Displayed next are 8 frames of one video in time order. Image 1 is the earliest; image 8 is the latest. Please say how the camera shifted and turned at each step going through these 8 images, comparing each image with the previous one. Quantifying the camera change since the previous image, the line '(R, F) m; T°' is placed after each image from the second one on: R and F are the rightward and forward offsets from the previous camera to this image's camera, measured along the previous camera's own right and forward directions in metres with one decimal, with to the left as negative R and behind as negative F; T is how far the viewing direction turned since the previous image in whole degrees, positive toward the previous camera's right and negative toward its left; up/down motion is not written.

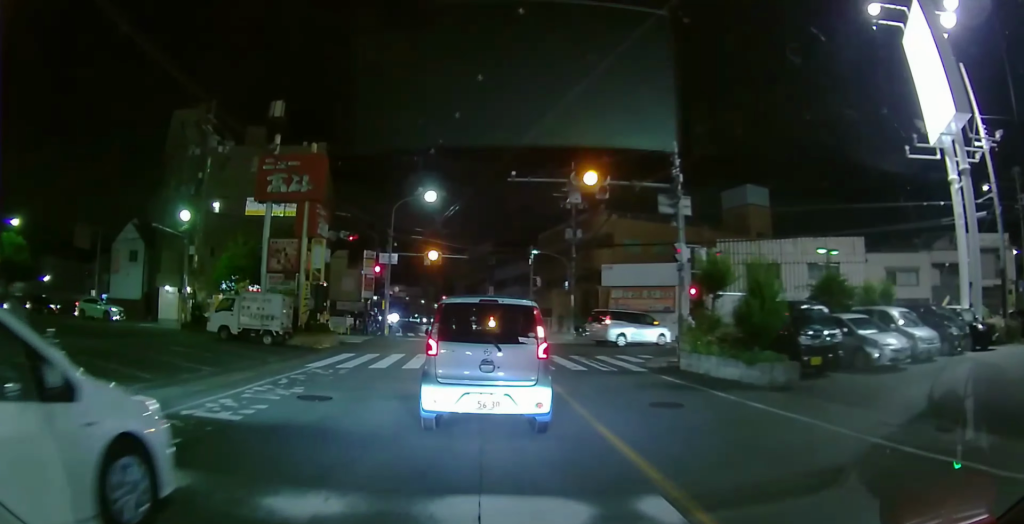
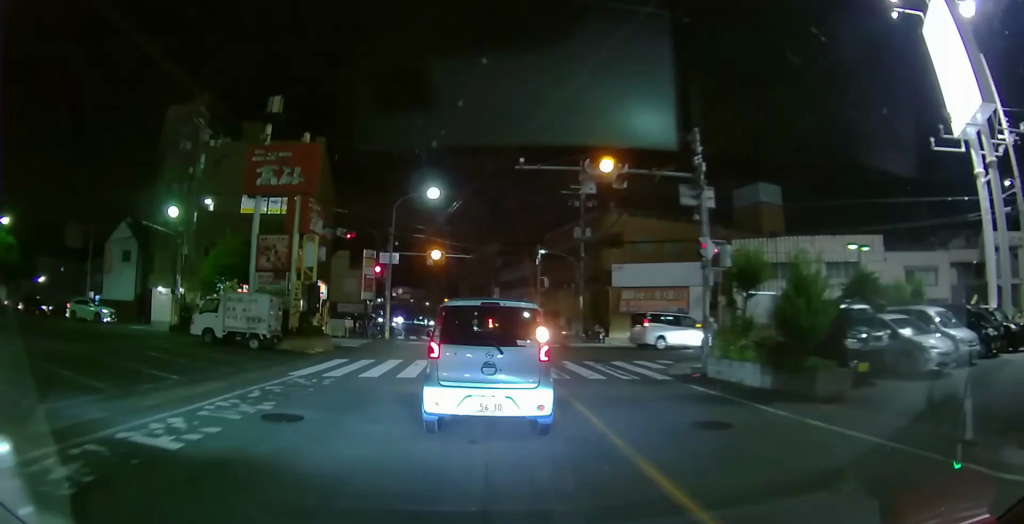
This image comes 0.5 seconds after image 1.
(0.0, +1.9) m; 0°
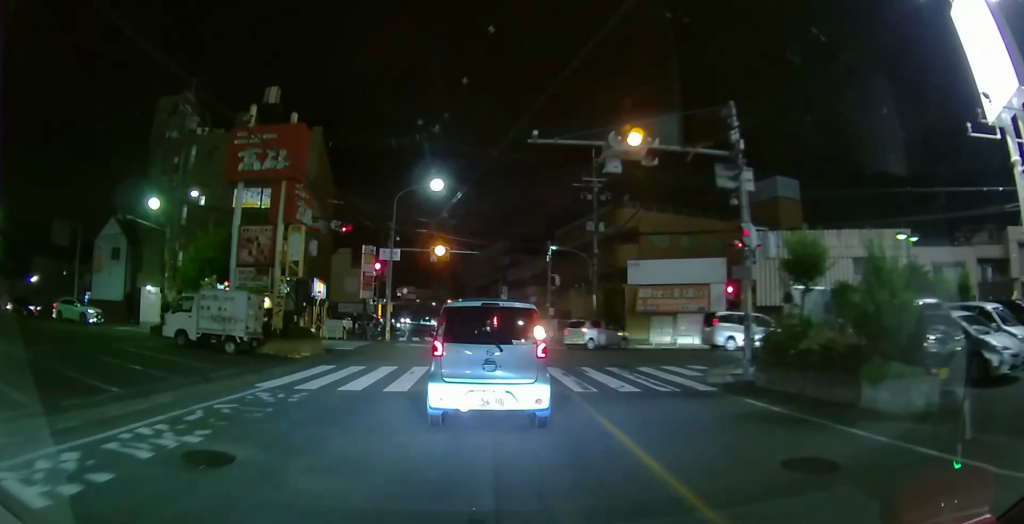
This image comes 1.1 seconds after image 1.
(0.0, +2.3) m; 0°
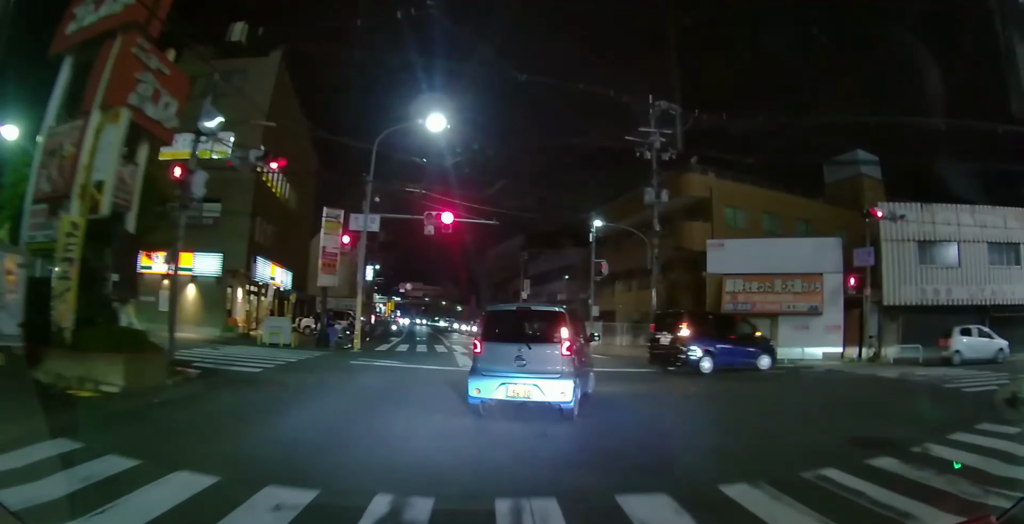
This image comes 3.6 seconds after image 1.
(-0.3, +10.1) m; -3°
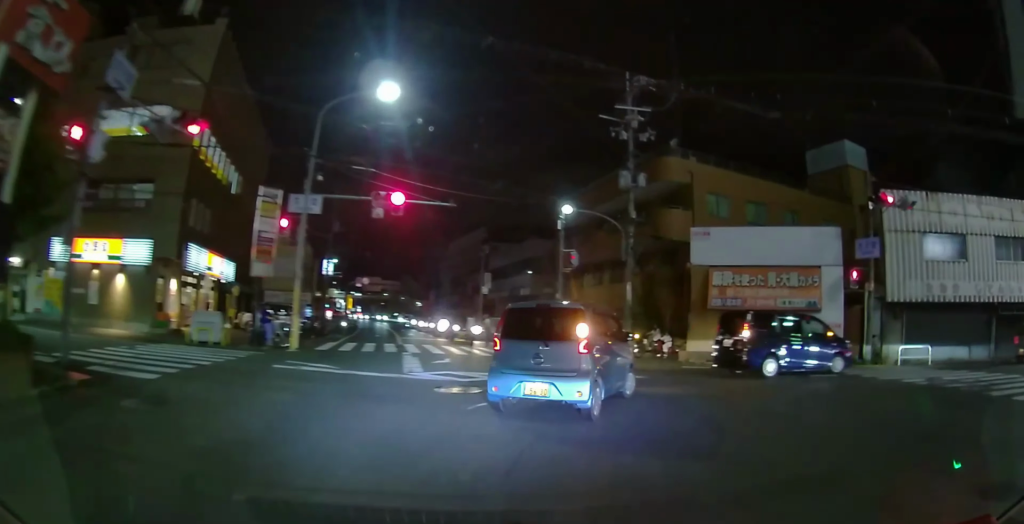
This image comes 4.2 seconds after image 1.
(0.0, +2.7) m; +7°
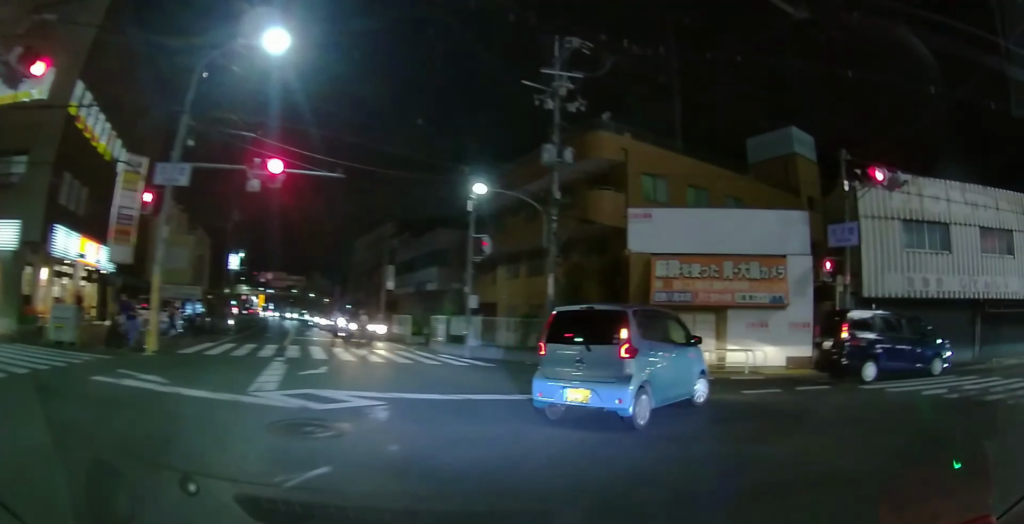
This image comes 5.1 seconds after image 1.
(+0.4, +3.9) m; +12°
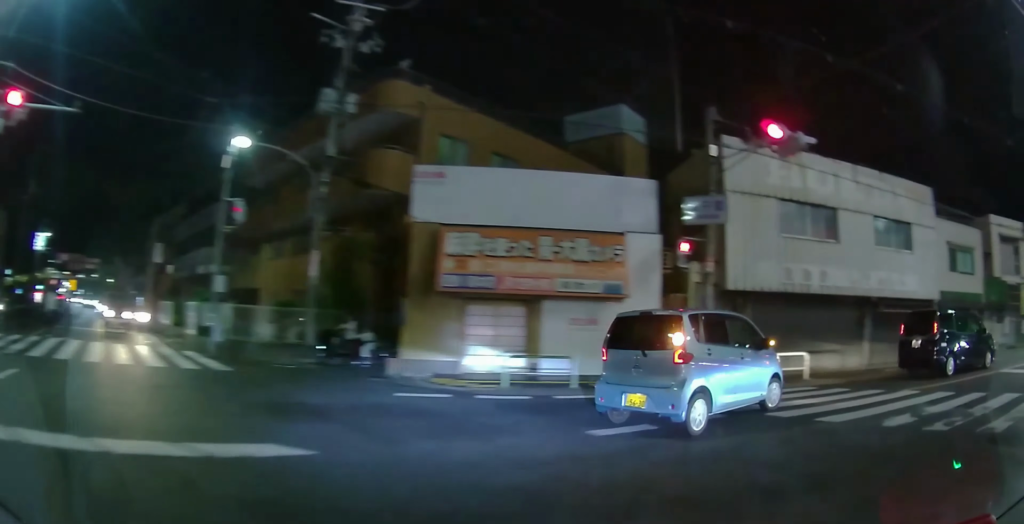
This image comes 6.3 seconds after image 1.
(+0.7, +5.1) m; +10°
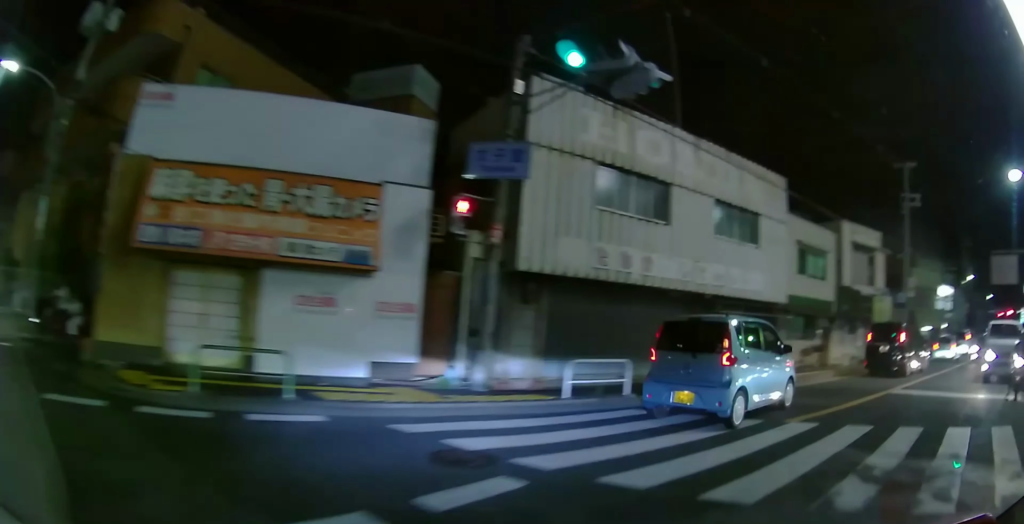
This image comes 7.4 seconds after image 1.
(+0.1, +3.9) m; +24°
